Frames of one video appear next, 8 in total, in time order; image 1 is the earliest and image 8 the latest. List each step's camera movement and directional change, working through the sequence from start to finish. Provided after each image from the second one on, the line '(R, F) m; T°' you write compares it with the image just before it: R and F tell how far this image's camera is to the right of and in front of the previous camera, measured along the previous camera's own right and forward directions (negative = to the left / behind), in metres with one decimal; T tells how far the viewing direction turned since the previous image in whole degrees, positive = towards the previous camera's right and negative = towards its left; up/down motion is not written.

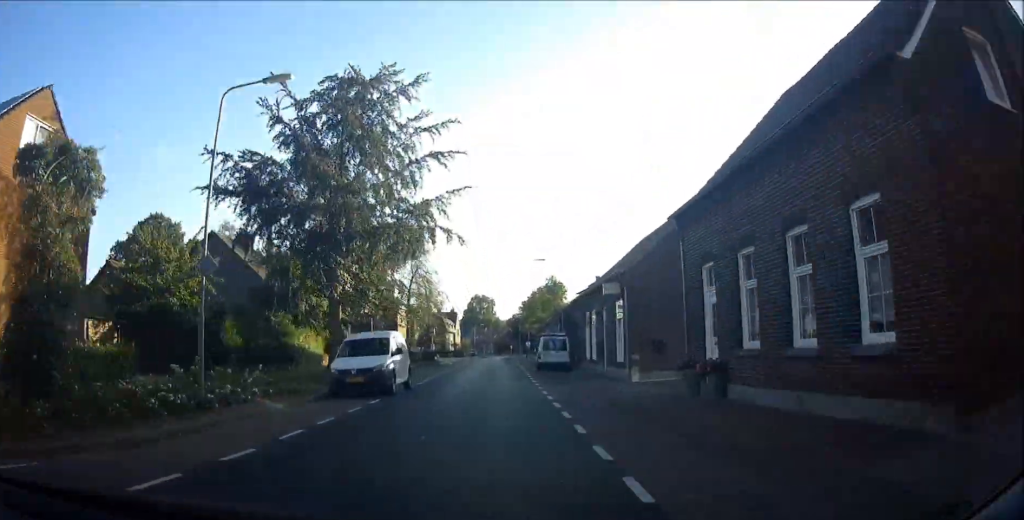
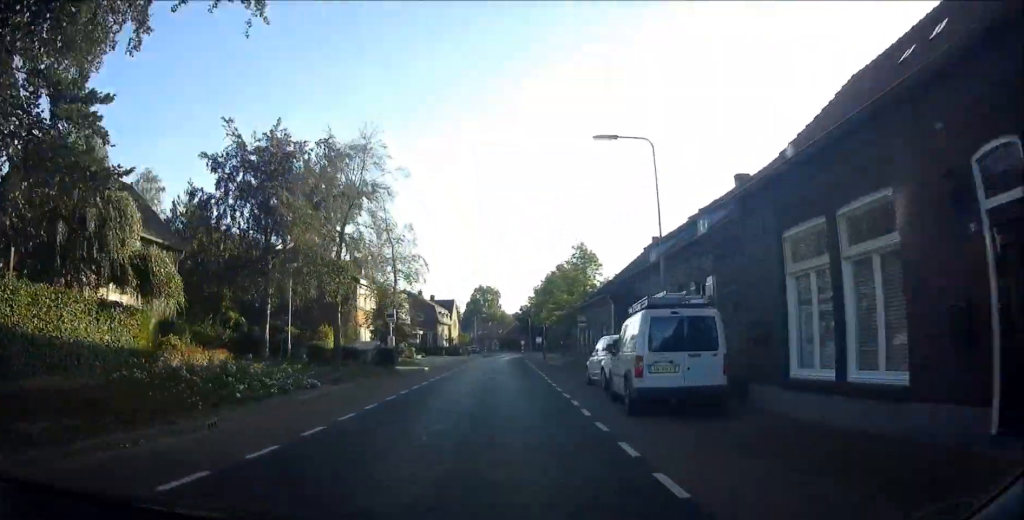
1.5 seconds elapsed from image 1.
(0.0, +22.2) m; 0°
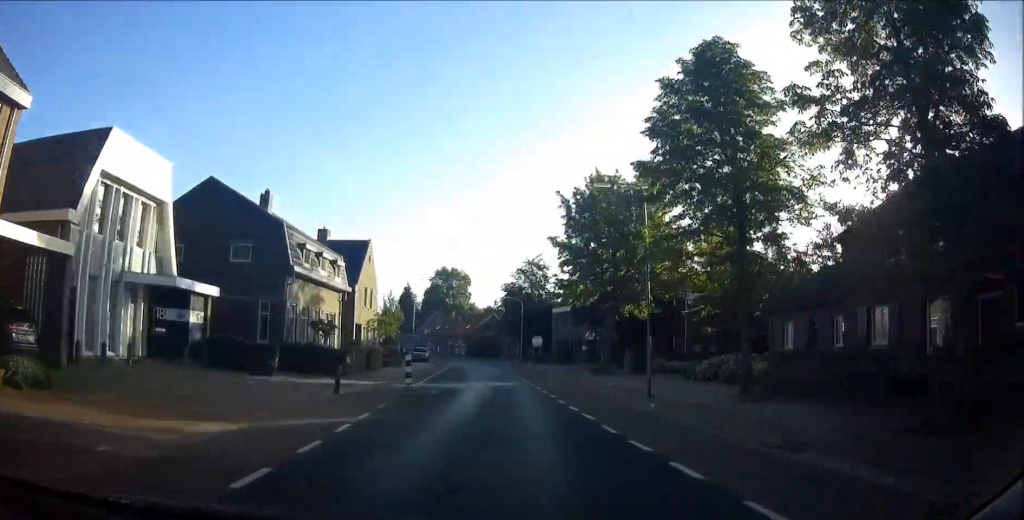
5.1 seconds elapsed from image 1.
(+1.0, +55.1) m; +3°
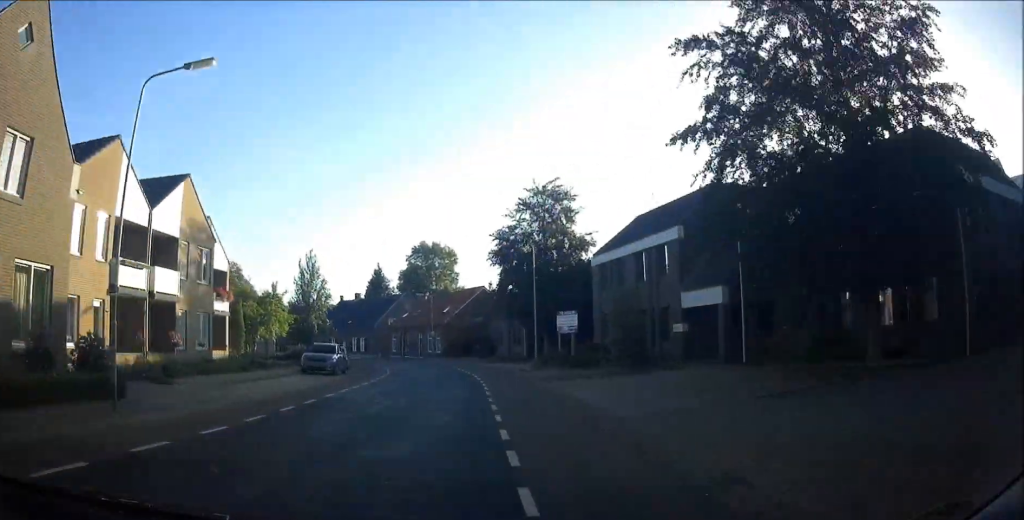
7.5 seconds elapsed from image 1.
(-0.2, +35.0) m; -4°
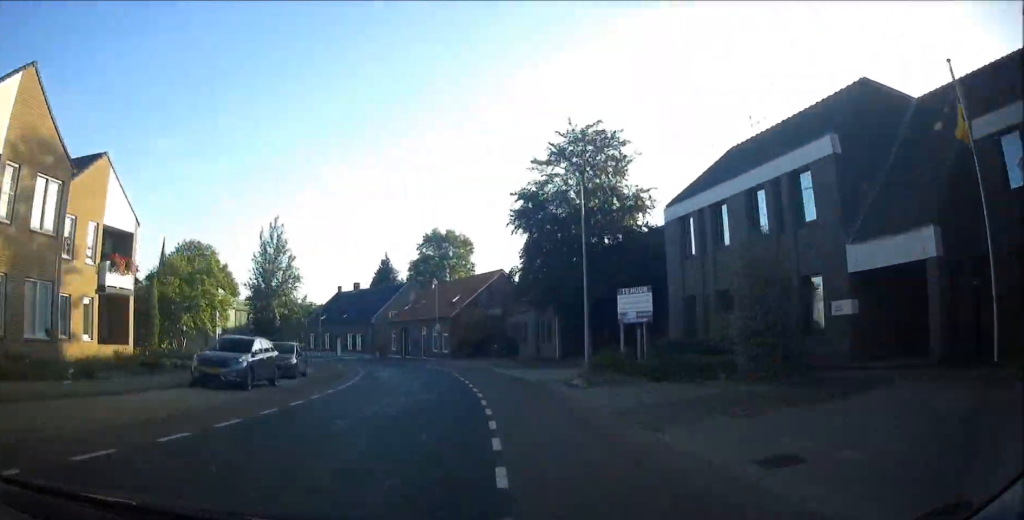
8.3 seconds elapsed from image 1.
(-0.3, +13.0) m; -5°
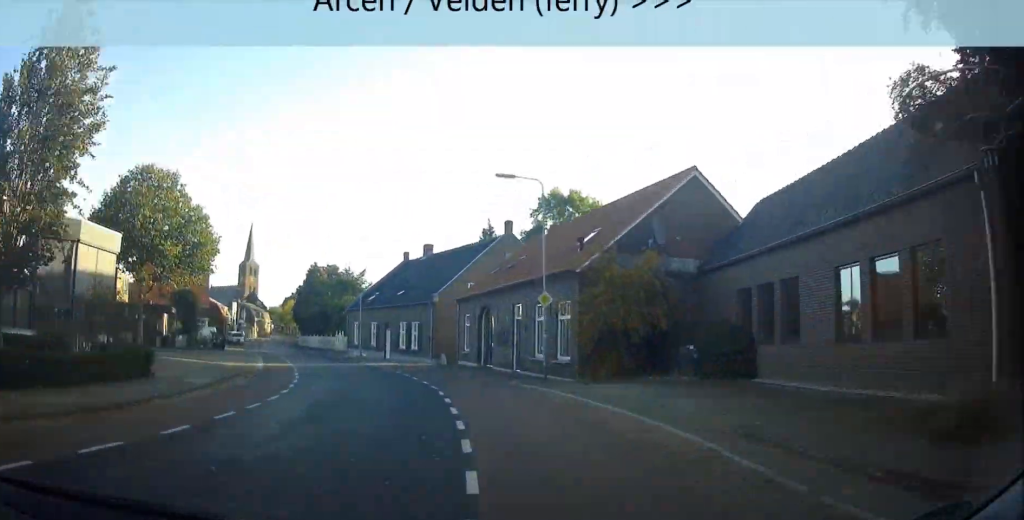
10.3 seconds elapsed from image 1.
(-3.1, +29.6) m; -14°
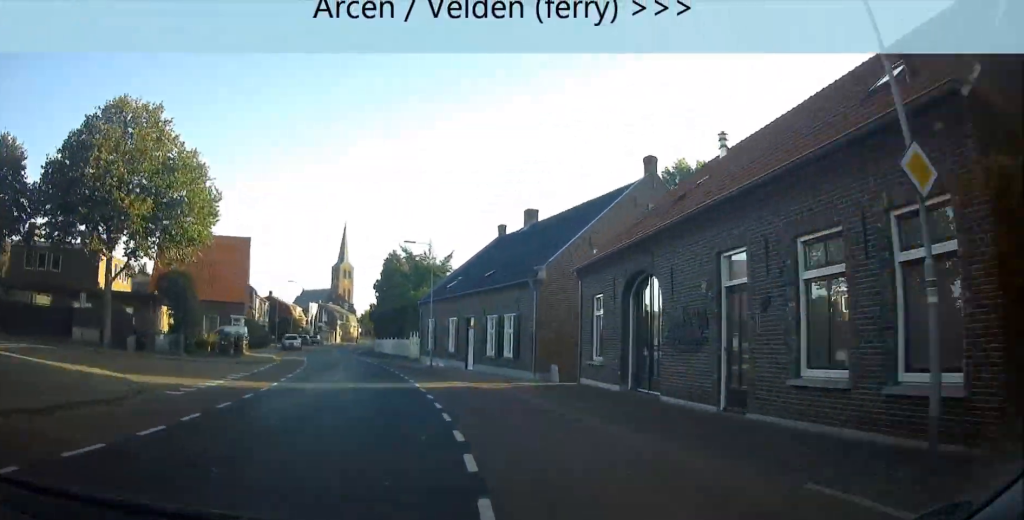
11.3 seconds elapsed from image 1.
(-0.3, +14.9) m; -7°
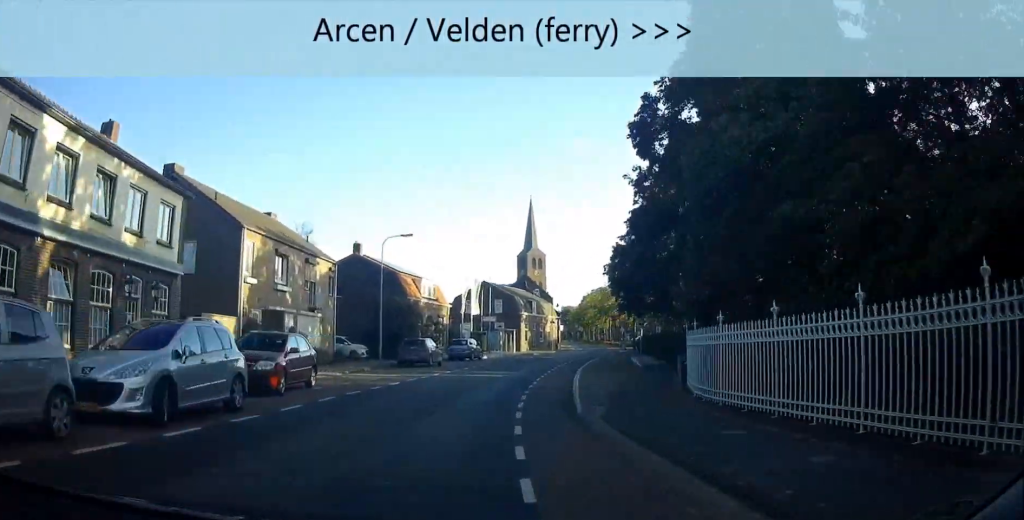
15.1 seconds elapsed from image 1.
(-8.5, +56.5) m; -5°
